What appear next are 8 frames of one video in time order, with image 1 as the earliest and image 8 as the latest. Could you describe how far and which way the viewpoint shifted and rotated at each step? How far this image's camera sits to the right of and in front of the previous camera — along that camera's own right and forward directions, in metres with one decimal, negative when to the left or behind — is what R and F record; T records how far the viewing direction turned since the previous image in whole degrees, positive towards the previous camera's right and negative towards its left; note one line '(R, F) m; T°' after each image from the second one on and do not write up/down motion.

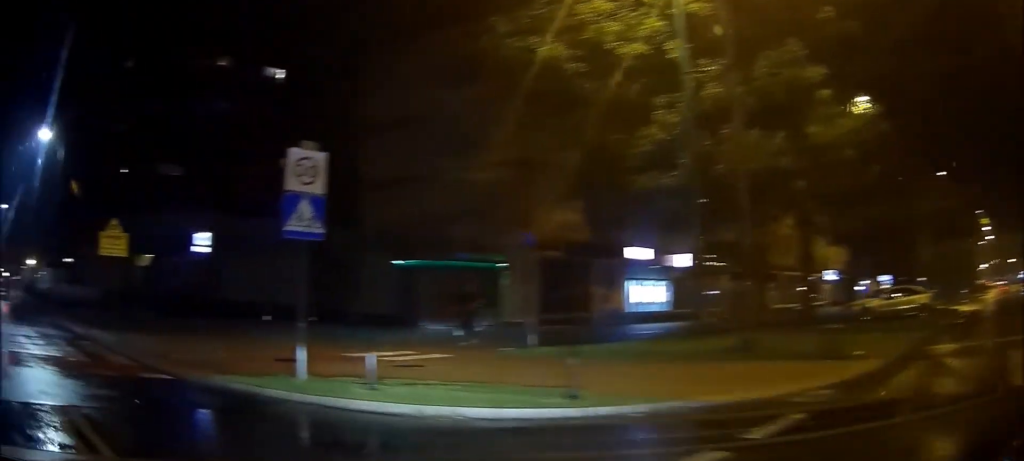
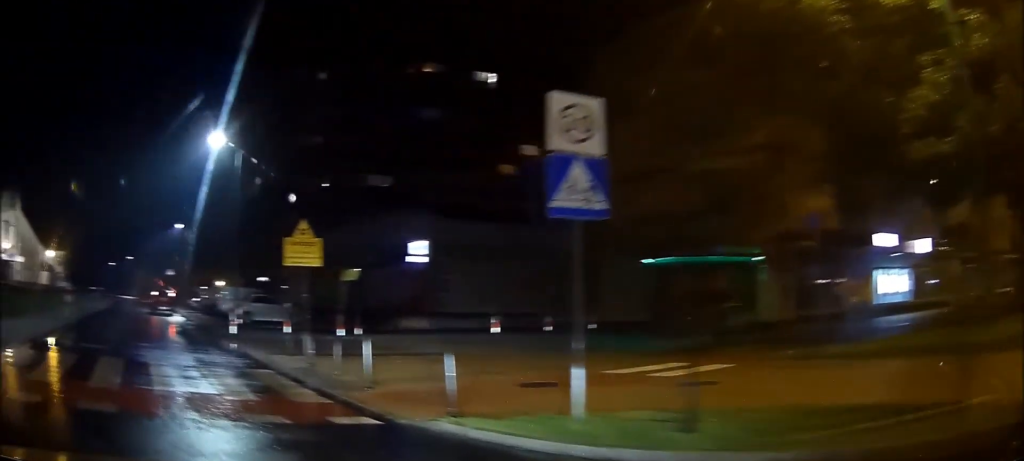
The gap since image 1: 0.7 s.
(0.0, +3.7) m; 0°
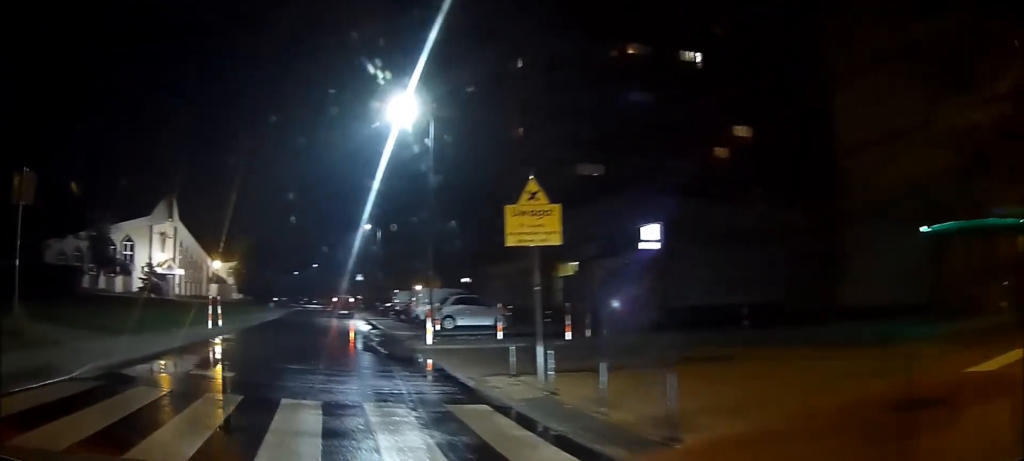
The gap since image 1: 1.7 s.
(0.0, +6.1) m; +1°
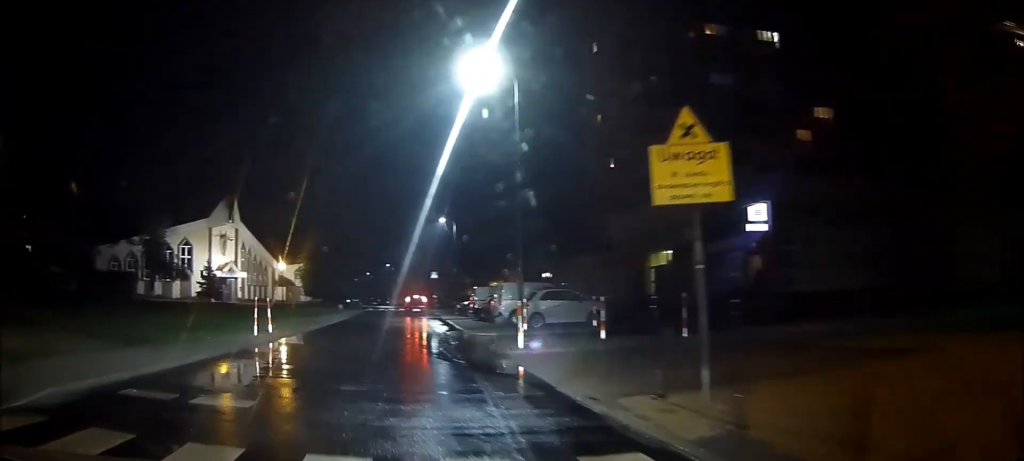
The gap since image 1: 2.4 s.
(0.0, +4.7) m; +1°
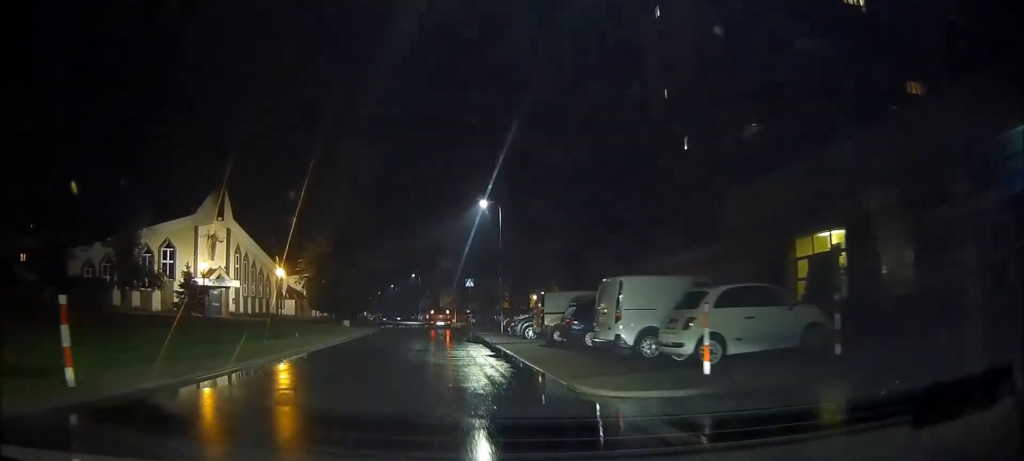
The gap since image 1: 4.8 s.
(+0.5, +17.7) m; +1°
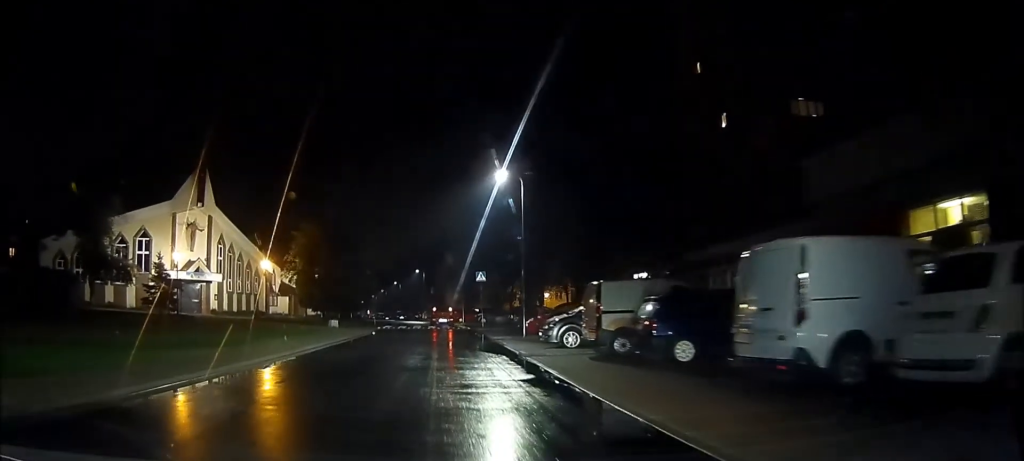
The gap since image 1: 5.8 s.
(-0.1, +7.6) m; -2°
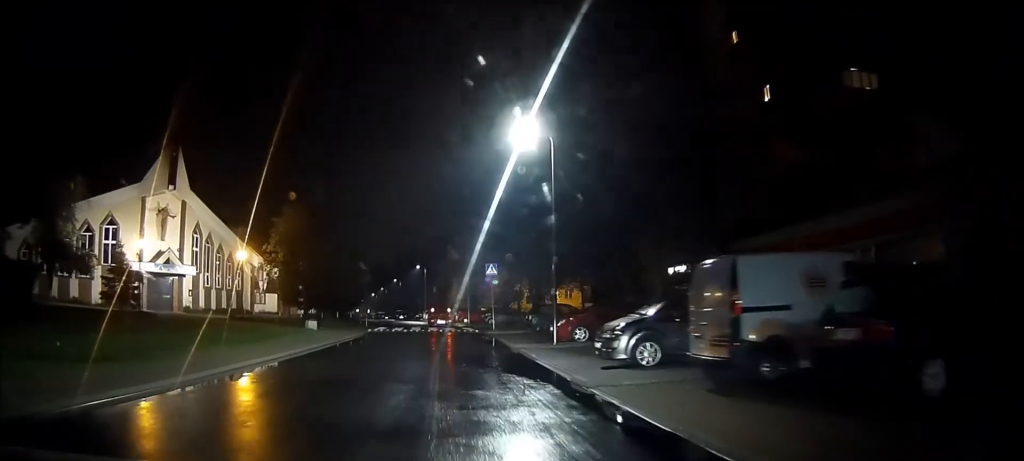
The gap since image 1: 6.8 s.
(-0.2, +7.4) m; -2°
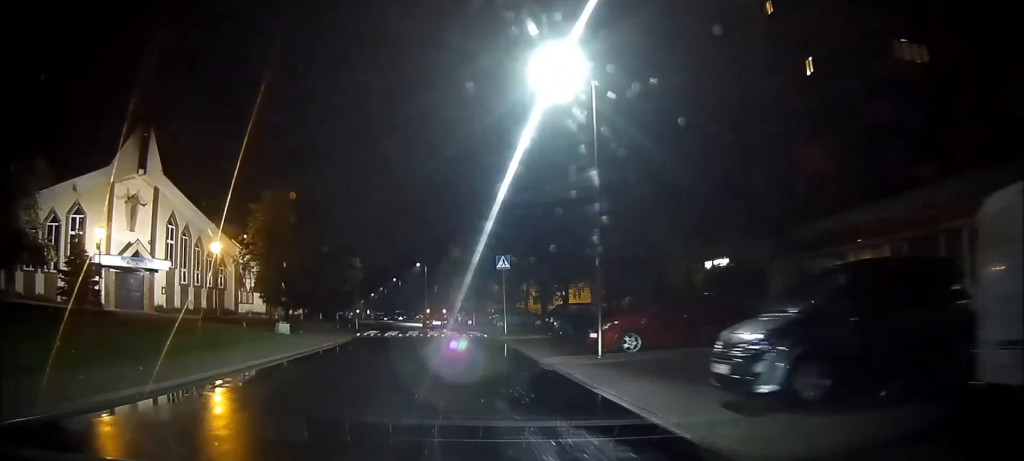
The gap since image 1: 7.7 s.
(0.0, +6.0) m; 0°
